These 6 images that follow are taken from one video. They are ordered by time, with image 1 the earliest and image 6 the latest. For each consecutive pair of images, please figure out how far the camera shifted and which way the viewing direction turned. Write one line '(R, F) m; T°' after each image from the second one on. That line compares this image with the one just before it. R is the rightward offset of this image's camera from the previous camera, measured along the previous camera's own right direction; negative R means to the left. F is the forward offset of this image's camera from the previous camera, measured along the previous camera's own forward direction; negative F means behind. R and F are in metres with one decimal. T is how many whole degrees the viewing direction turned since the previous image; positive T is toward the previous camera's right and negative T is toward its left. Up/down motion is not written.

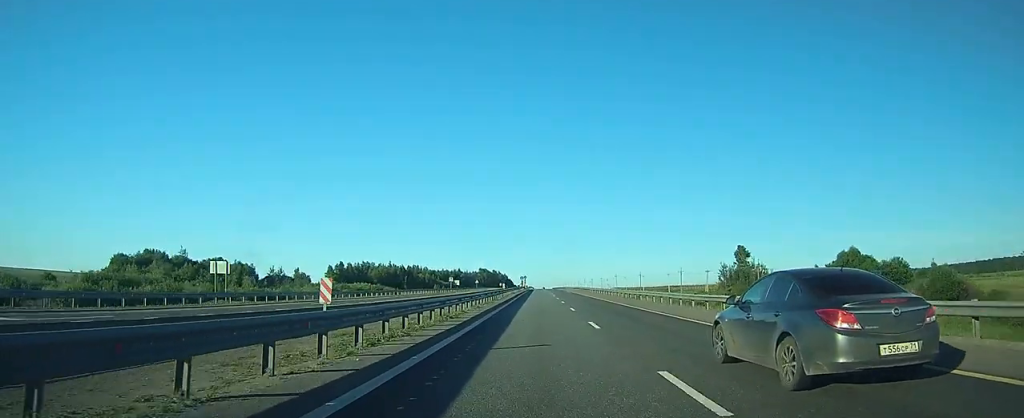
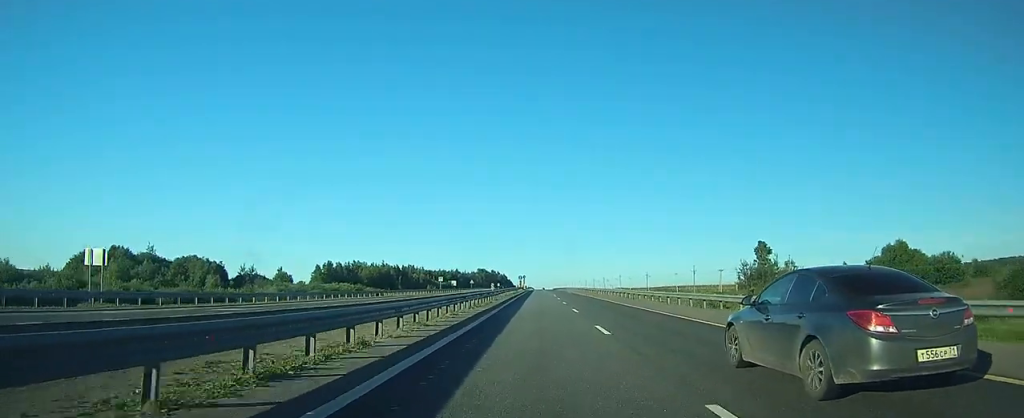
(0.0, +14.5) m; 0°
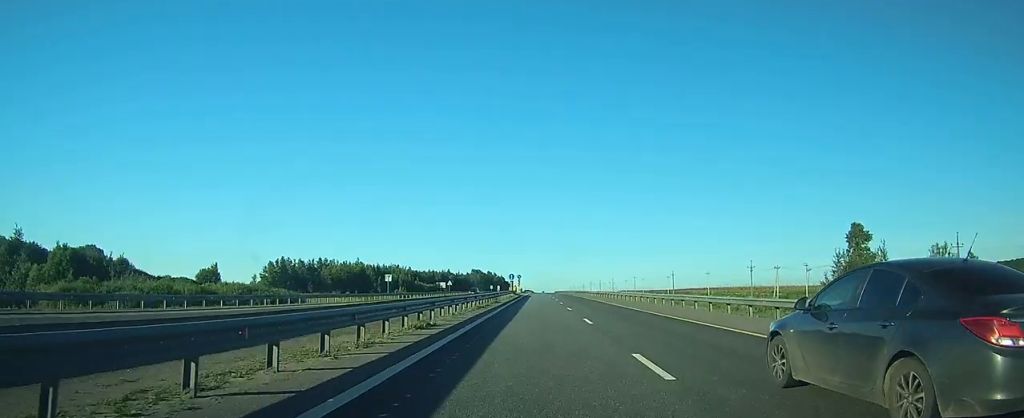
(0.0, +43.3) m; 0°
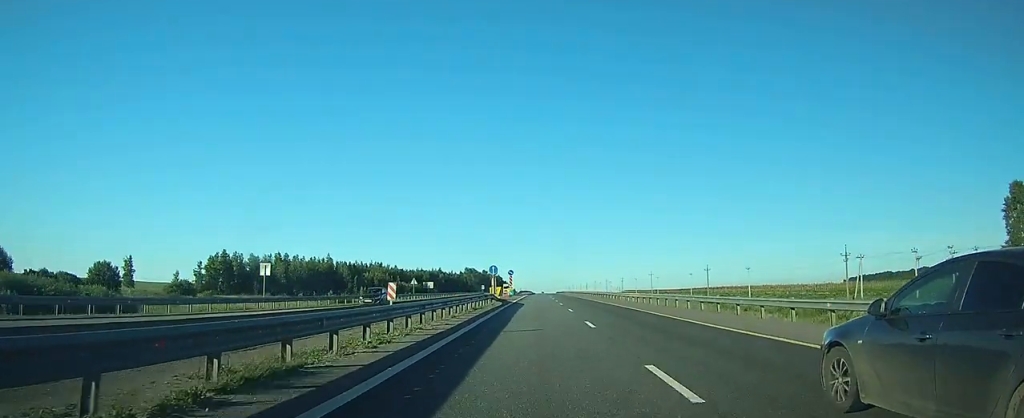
(+0.1, +37.7) m; 0°
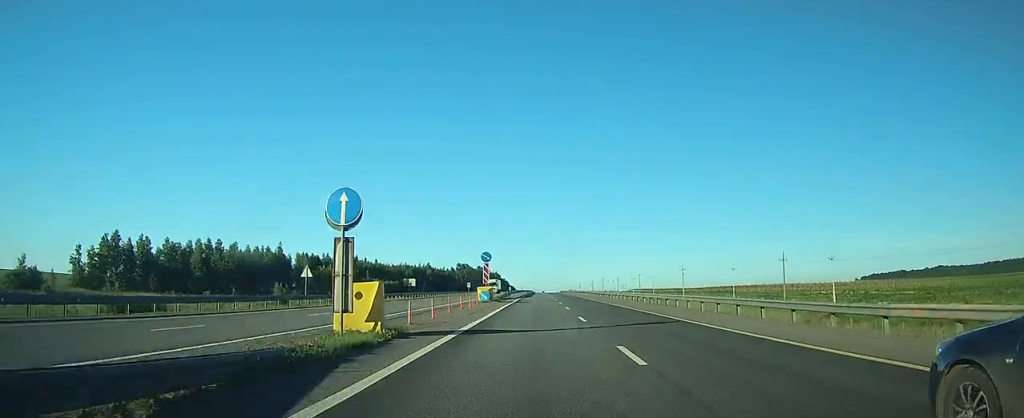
(0.0, +45.4) m; 0°
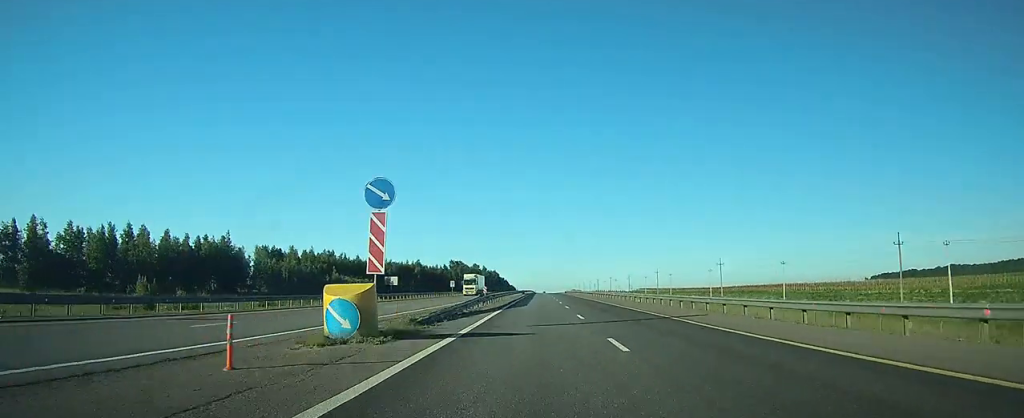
(0.0, +34.2) m; 0°
